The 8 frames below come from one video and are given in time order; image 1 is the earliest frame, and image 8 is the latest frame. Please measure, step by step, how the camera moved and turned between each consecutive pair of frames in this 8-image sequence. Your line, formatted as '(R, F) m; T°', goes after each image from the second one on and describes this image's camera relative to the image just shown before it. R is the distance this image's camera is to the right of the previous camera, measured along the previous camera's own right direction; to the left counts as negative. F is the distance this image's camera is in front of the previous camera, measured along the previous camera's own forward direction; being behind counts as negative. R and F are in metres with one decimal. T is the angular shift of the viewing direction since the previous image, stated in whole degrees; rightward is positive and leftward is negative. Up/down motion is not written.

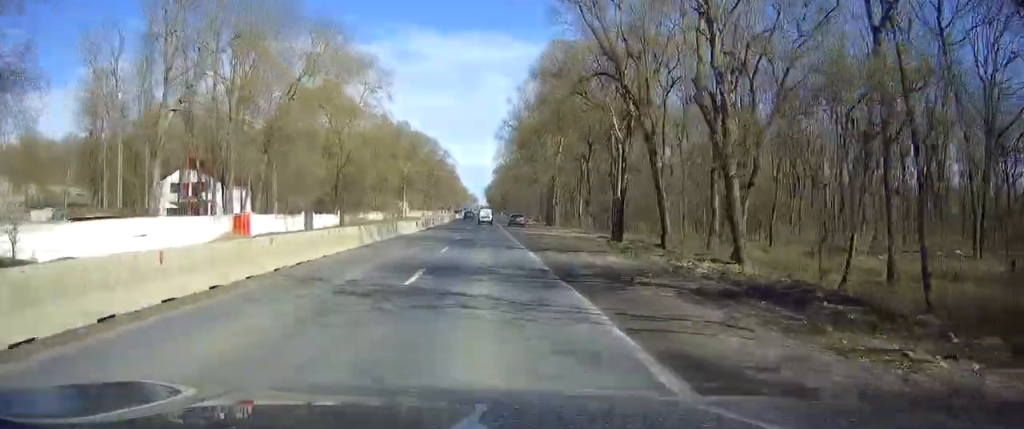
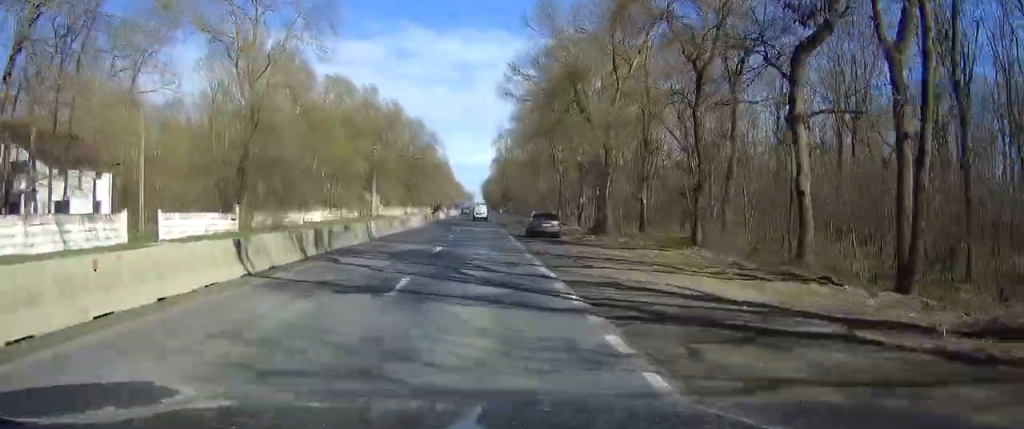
(0.0, +38.1) m; 0°
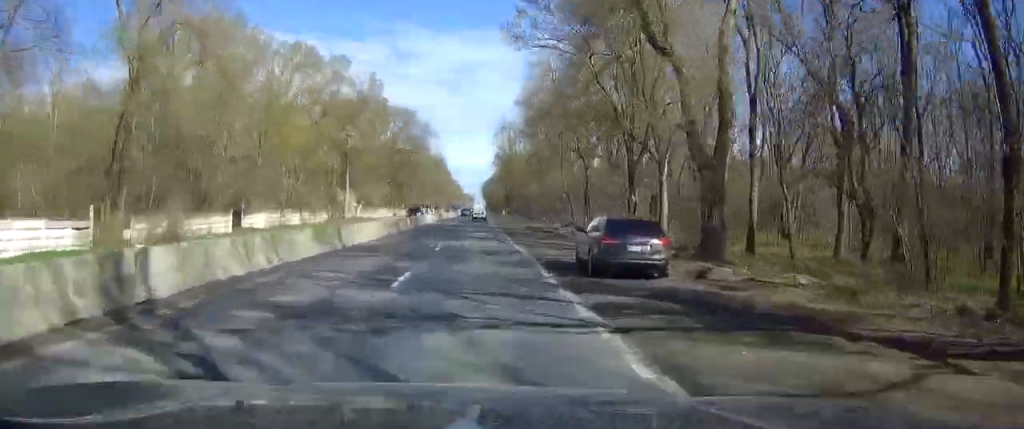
(+0.1, +22.7) m; 0°
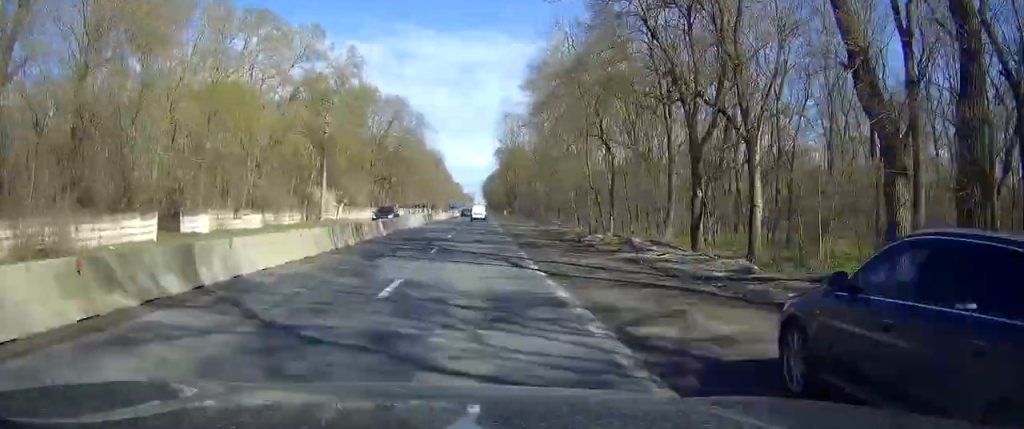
(+0.1, +13.6) m; 0°
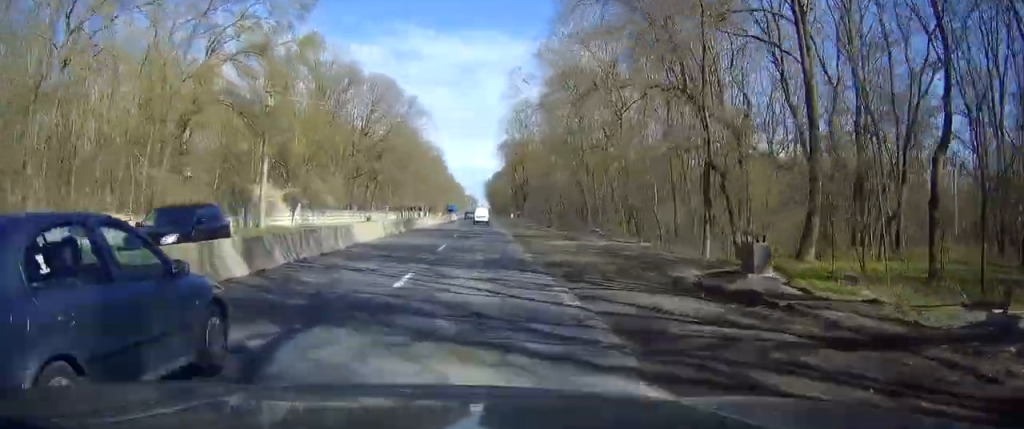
(-0.3, +22.7) m; 0°
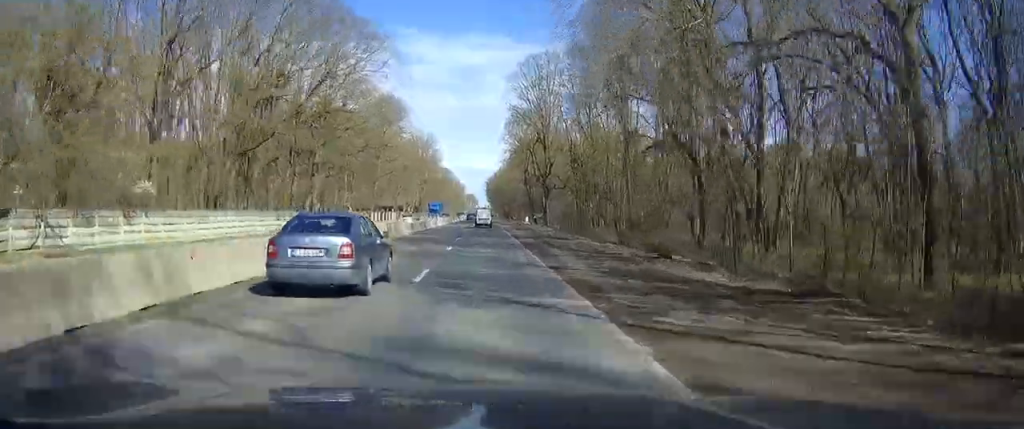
(0.0, +46.1) m; 0°
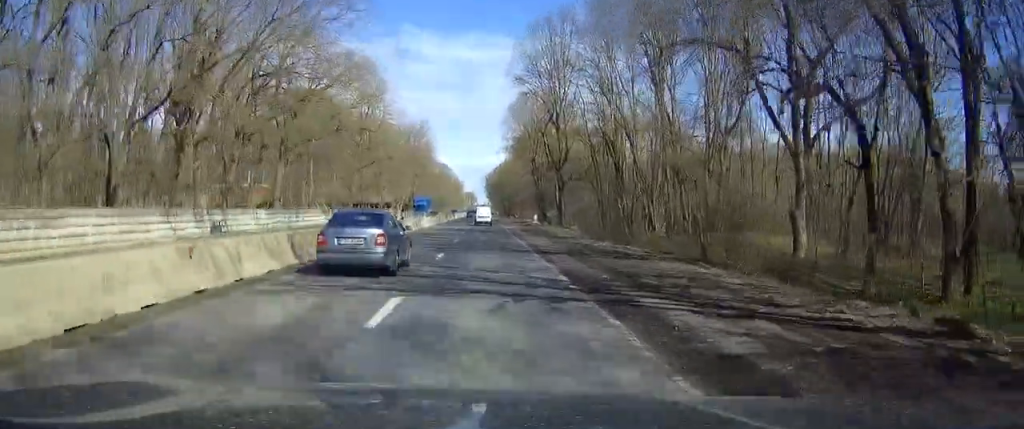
(0.0, +17.8) m; 0°
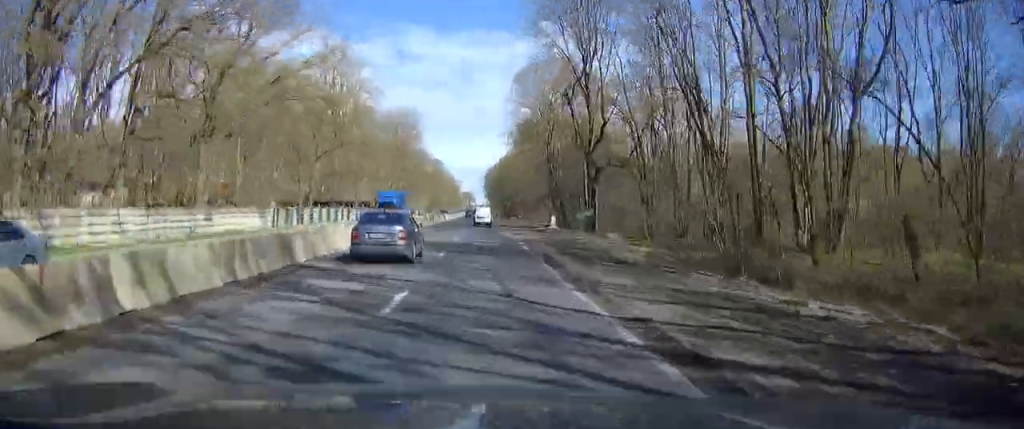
(0.0, +22.3) m; +1°
